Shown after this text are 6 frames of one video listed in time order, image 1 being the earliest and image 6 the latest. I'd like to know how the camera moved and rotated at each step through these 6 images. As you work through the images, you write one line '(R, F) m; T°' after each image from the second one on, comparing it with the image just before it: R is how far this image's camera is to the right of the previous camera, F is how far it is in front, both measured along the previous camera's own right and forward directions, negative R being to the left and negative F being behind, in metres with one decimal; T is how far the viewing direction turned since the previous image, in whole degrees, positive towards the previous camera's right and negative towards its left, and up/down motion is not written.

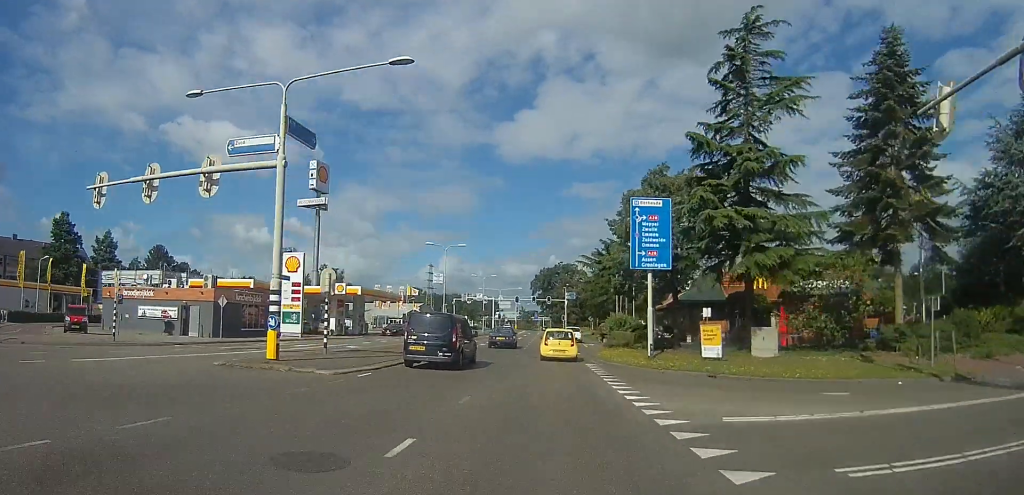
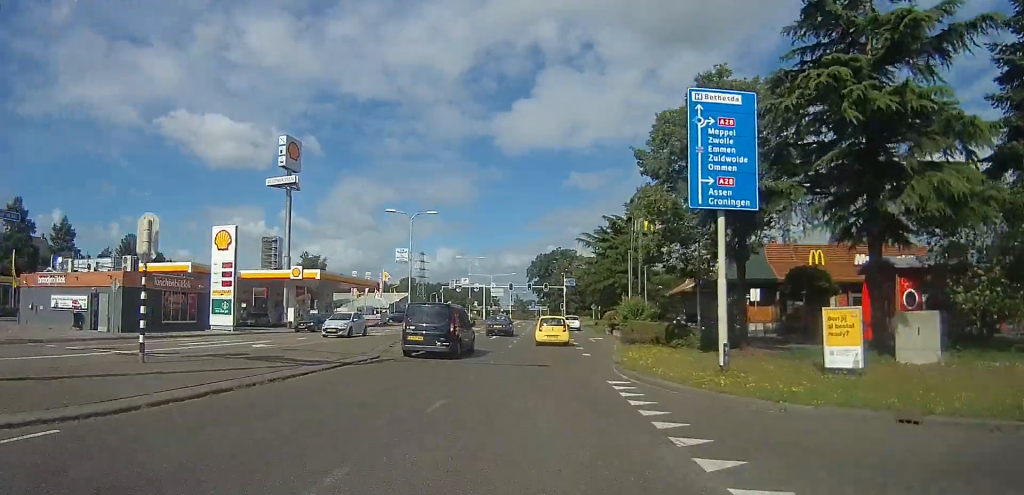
(+1.0, +9.6) m; +1°
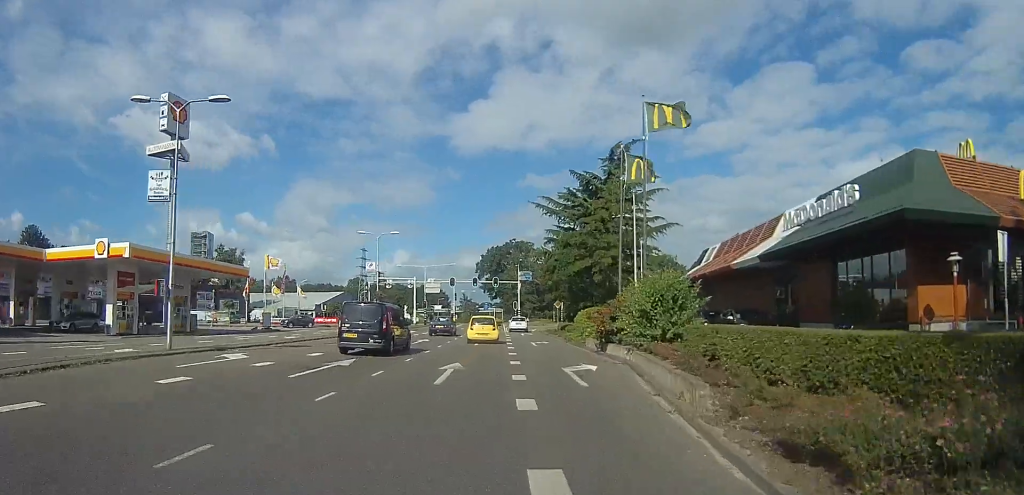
(+0.7, +19.4) m; +8°
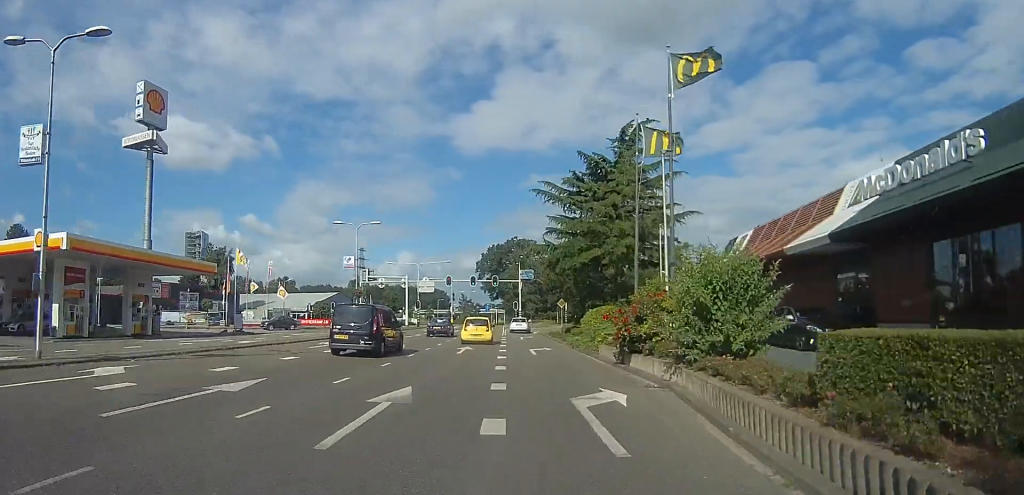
(+0.1, +5.3) m; -4°
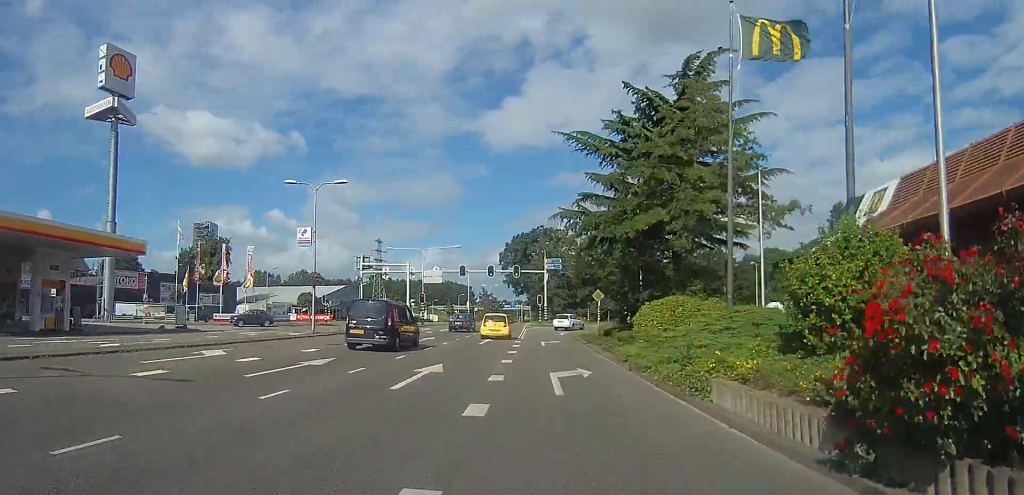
(-1.0, +11.0) m; -3°
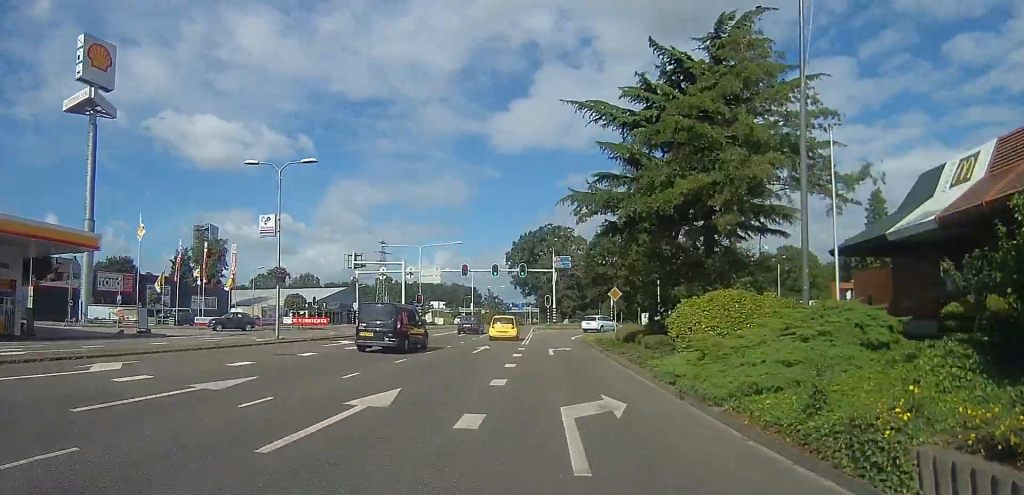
(-0.2, +4.7) m; 0°
